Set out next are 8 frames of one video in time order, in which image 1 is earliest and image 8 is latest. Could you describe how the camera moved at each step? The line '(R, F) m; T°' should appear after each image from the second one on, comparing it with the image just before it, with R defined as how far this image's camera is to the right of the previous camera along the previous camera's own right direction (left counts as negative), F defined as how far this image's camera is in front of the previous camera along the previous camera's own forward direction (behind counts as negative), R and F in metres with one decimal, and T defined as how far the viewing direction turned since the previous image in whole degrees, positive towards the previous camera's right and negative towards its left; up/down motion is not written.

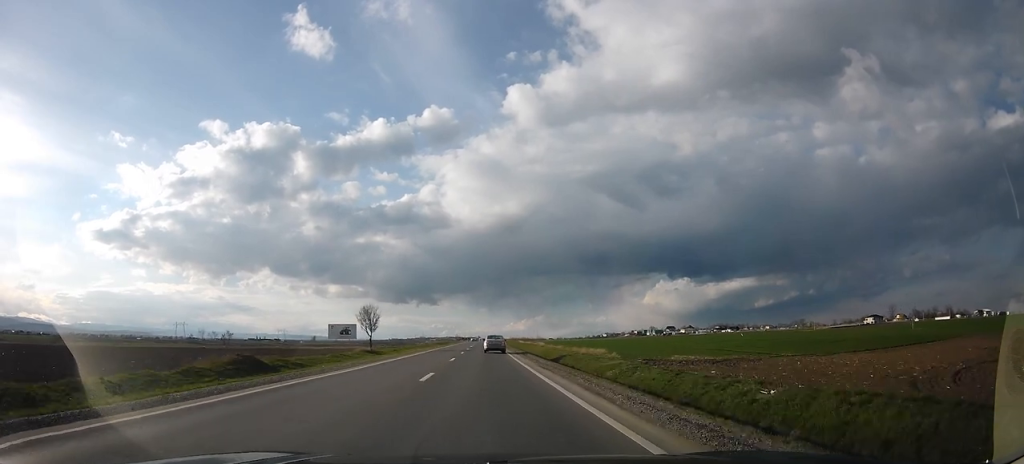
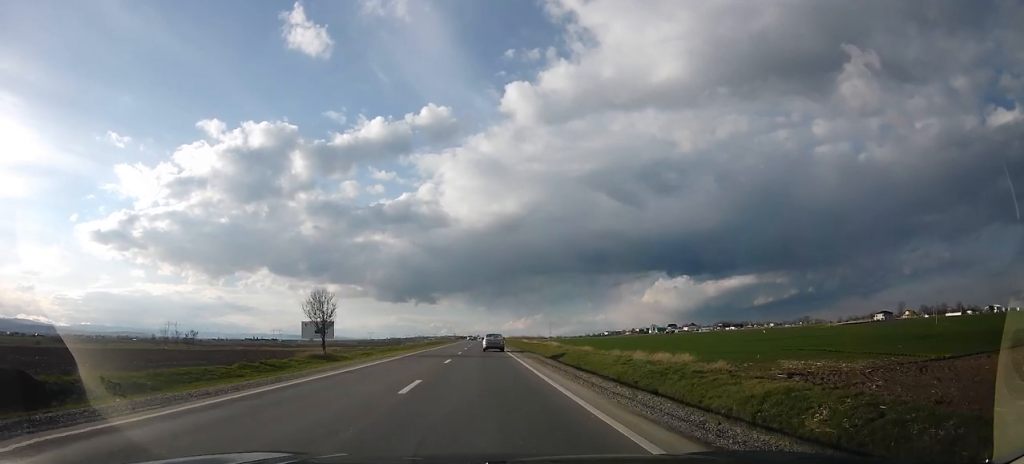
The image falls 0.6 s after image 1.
(-0.2, +15.2) m; 0°
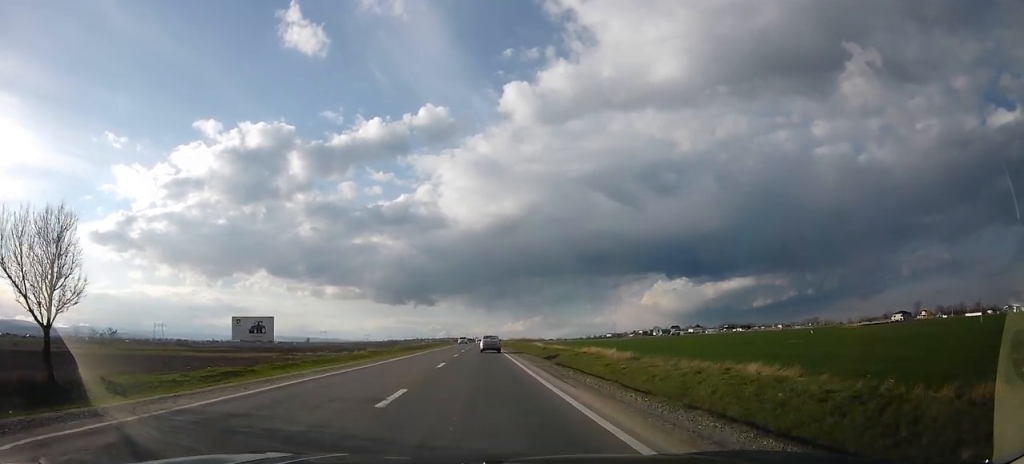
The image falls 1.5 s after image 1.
(-0.3, +26.0) m; 0°
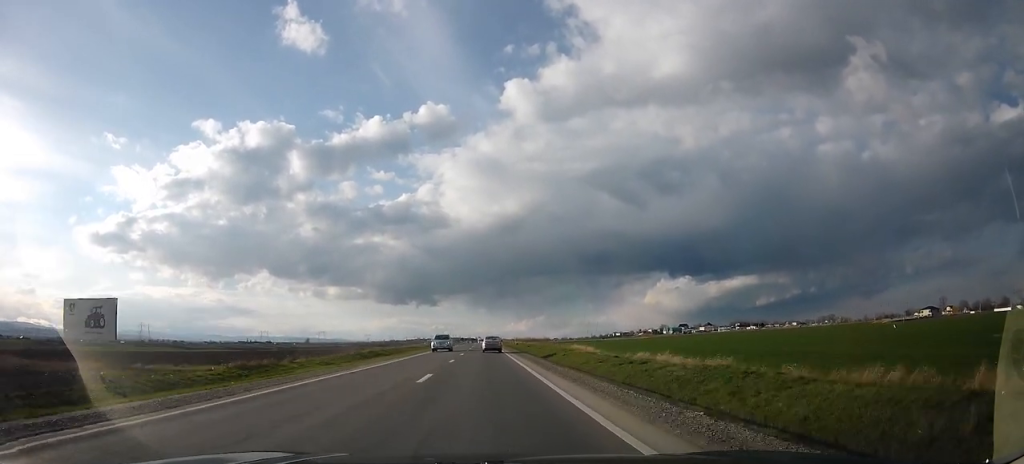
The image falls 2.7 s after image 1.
(+0.1, +31.2) m; -1°
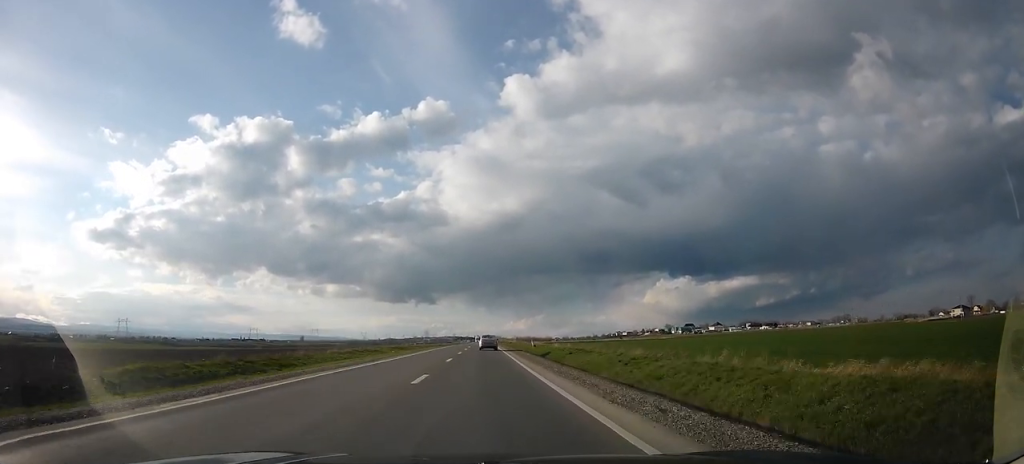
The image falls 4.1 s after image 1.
(+0.1, +36.4) m; 0°
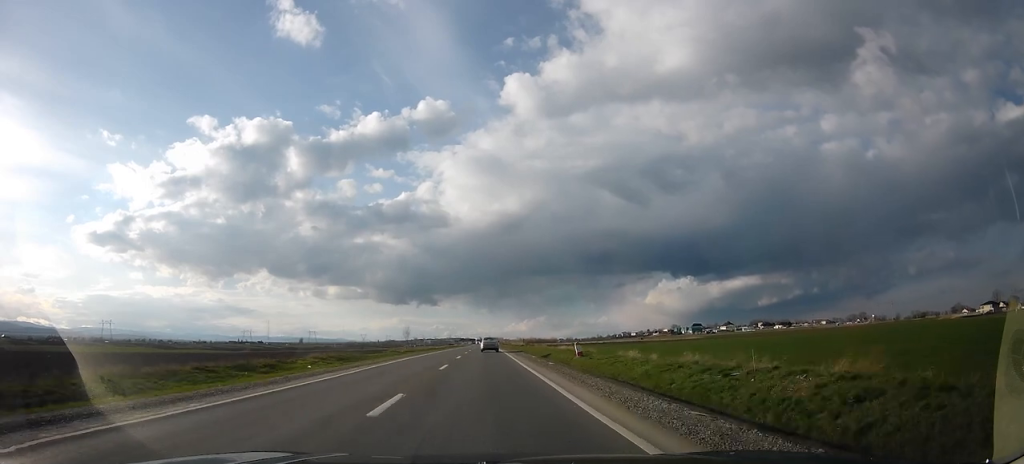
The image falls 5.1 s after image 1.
(-0.5, +28.7) m; -1°
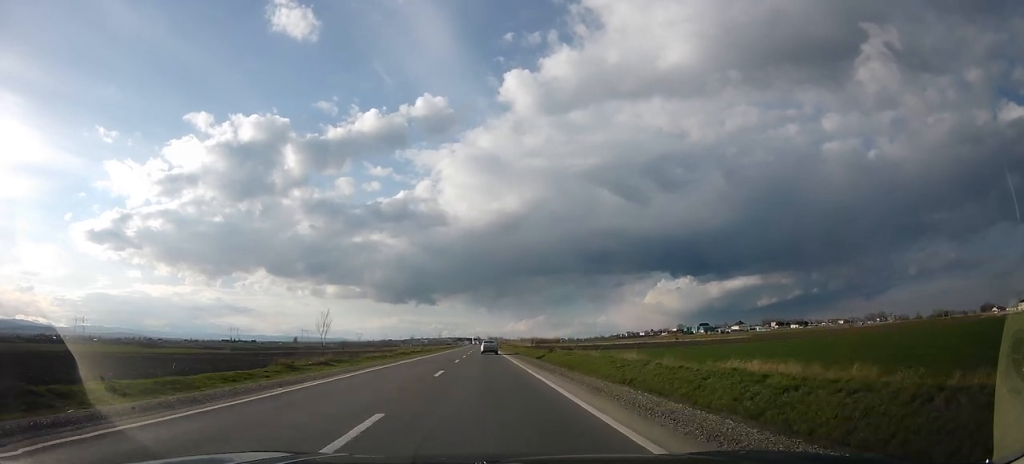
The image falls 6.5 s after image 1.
(+0.2, +38.3) m; 0°
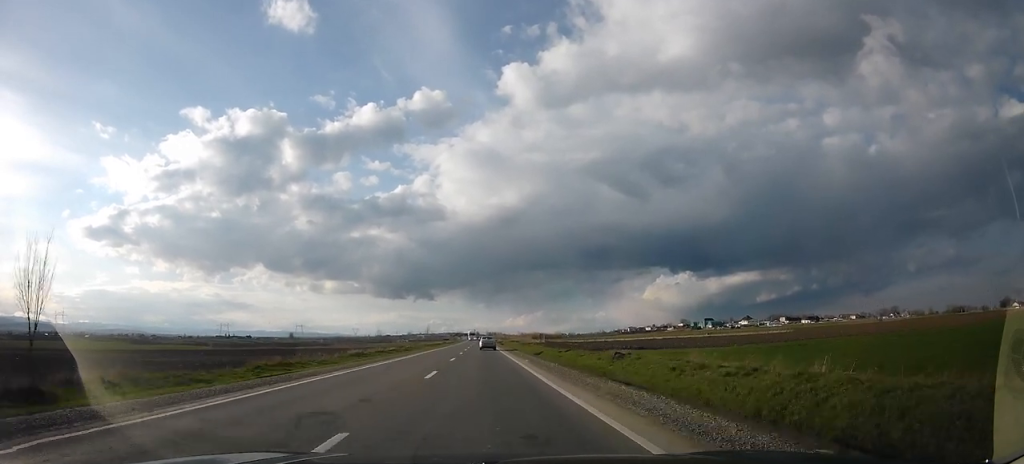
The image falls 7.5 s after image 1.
(-0.1, +25.7) m; -1°
